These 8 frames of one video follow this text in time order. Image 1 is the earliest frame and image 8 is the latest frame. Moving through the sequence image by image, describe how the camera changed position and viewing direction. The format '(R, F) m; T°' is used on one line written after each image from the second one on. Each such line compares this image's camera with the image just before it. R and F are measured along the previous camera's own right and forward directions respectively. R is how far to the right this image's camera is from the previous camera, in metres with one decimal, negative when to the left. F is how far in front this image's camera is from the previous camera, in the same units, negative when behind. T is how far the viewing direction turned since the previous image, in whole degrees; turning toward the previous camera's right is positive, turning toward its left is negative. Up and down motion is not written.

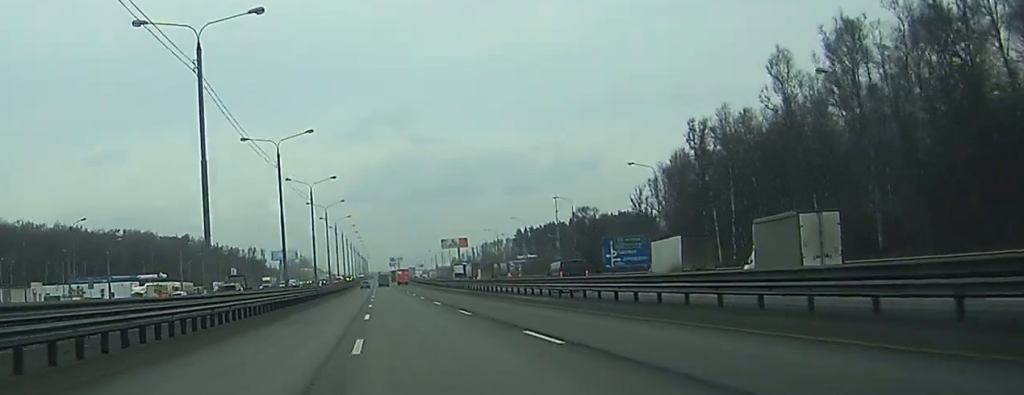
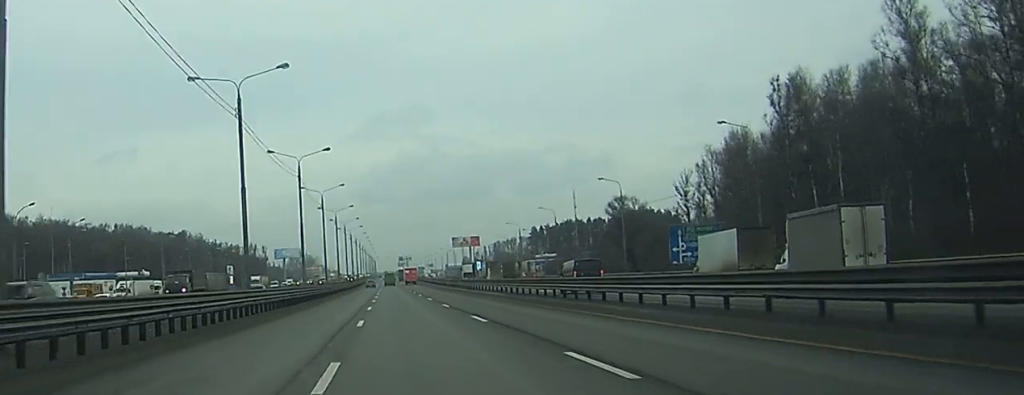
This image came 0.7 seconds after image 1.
(0.0, +21.9) m; 0°
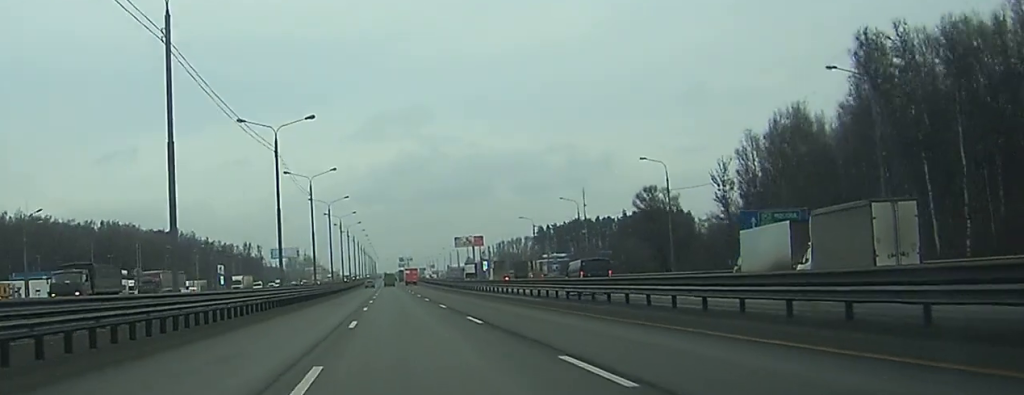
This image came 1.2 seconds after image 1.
(0.0, +16.7) m; 0°
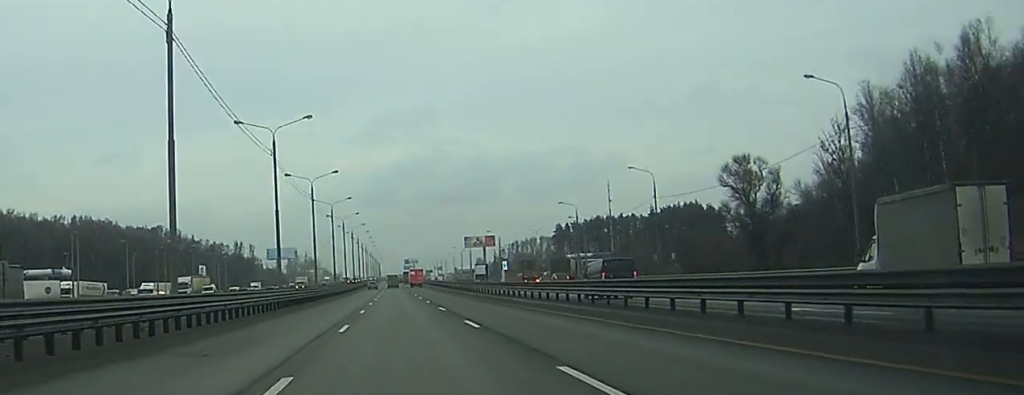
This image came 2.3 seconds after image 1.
(0.0, +33.2) m; 0°
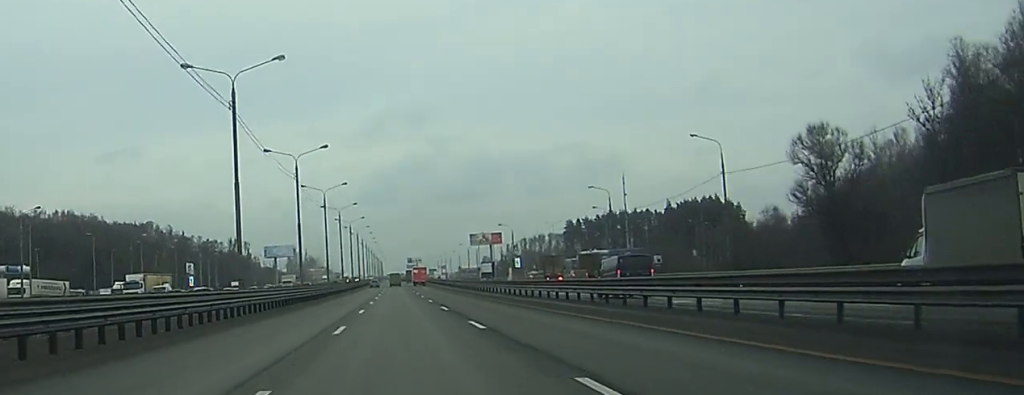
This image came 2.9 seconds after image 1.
(0.0, +17.6) m; 0°
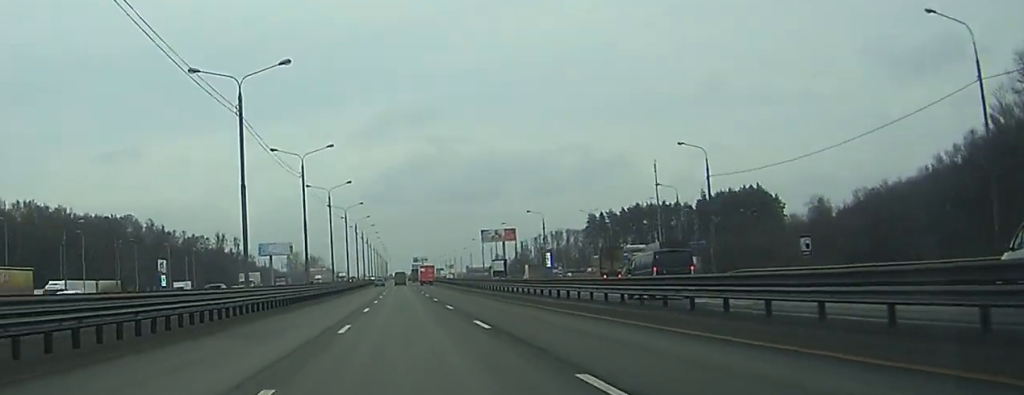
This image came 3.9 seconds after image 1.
(-0.1, +32.0) m; 0°
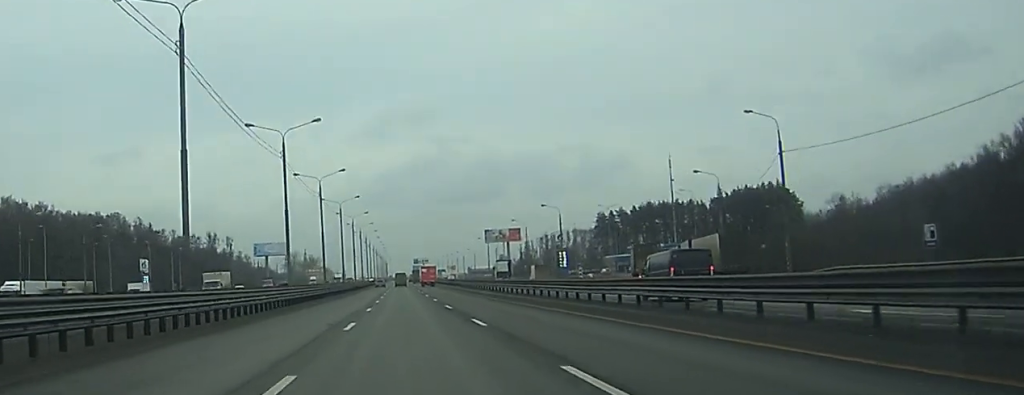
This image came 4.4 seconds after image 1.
(0.0, +14.4) m; 0°
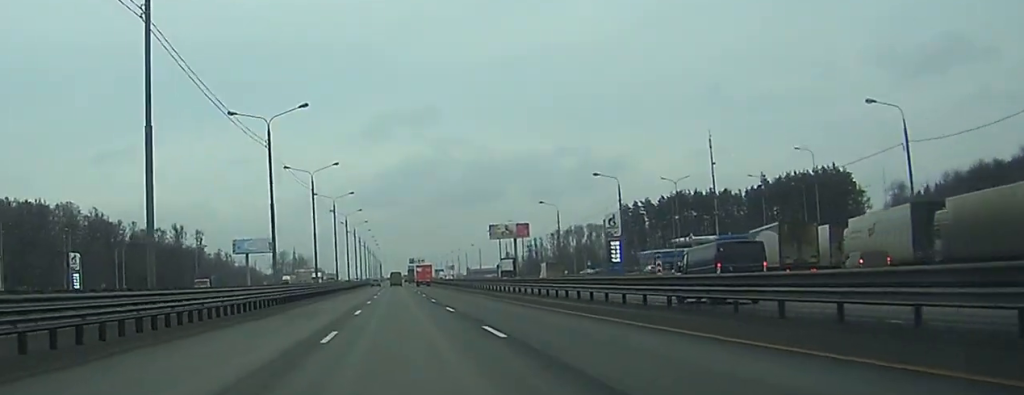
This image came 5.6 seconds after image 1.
(-0.1, +37.8) m; 0°
